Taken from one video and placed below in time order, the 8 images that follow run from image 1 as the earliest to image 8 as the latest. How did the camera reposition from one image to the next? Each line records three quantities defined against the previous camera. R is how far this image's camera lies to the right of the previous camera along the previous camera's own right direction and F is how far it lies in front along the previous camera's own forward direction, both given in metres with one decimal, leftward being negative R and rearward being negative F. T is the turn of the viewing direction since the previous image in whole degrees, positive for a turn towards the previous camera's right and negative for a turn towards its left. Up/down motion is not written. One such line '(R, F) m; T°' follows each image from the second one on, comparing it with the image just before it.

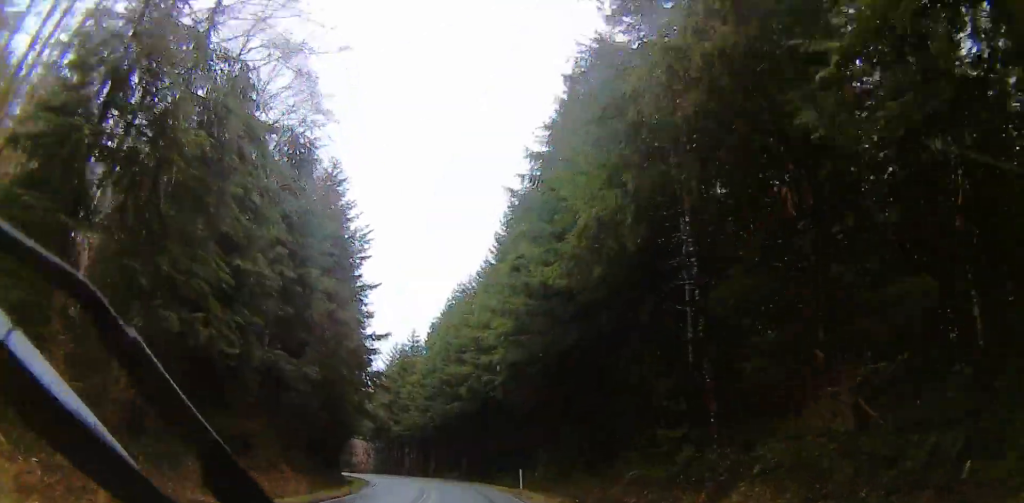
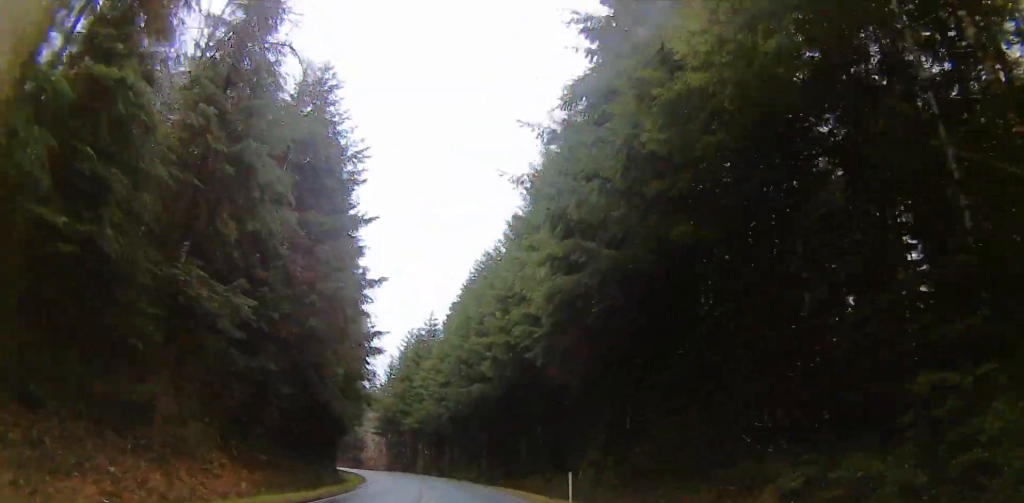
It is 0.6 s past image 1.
(+0.4, +13.1) m; -1°
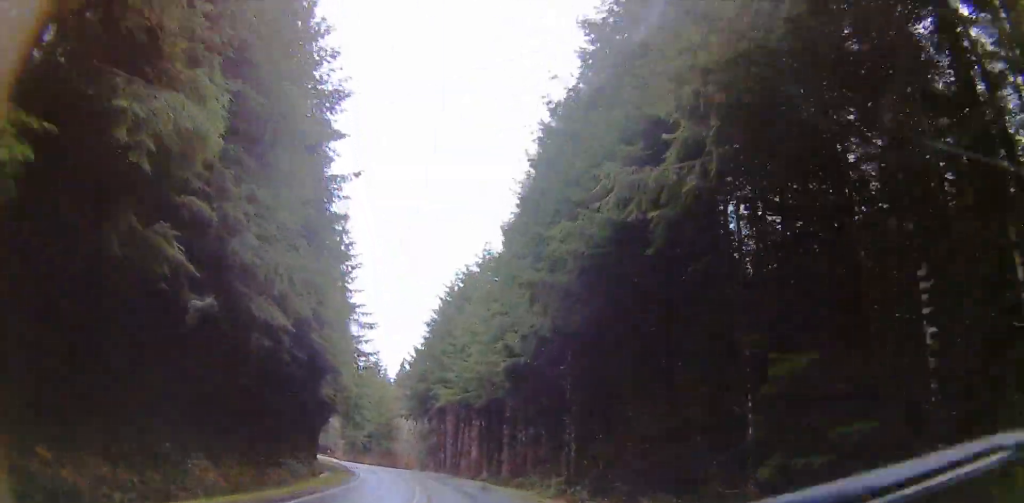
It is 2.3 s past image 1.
(-1.5, +34.6) m; -2°
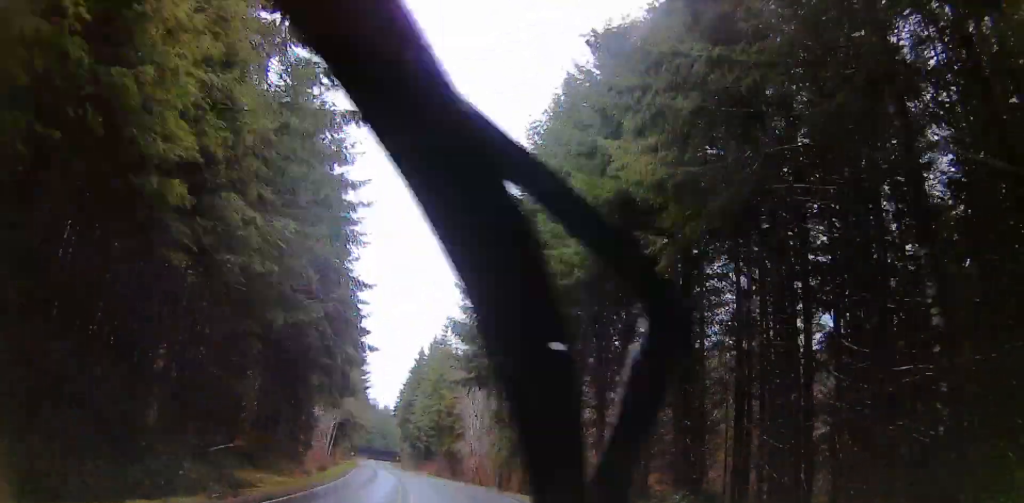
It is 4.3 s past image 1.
(-5.4, +29.8) m; -14°
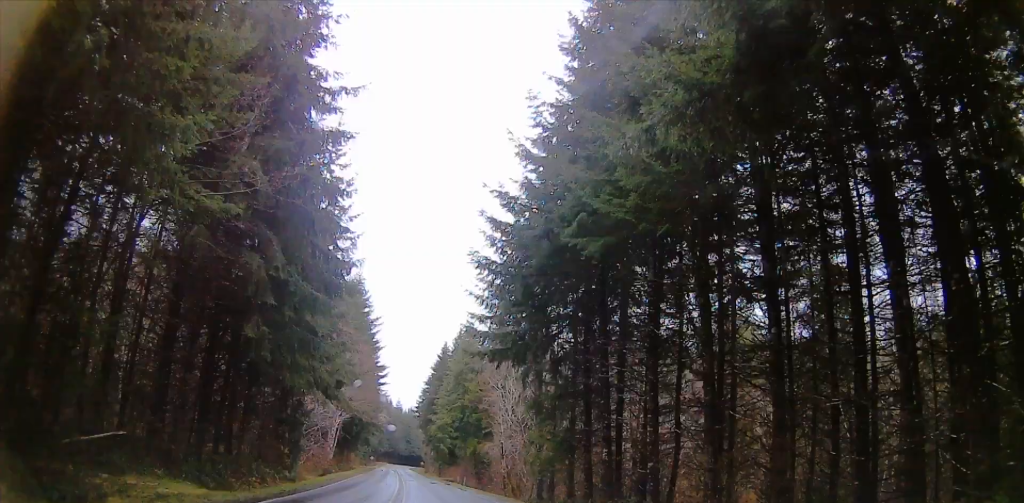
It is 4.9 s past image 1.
(+0.5, +11.2) m; +4°
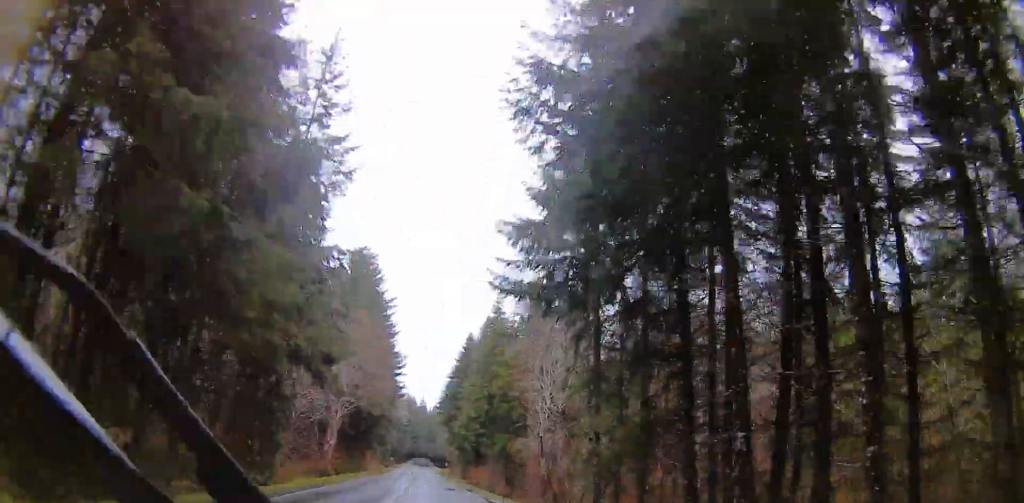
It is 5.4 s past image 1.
(+1.5, +13.0) m; +6°
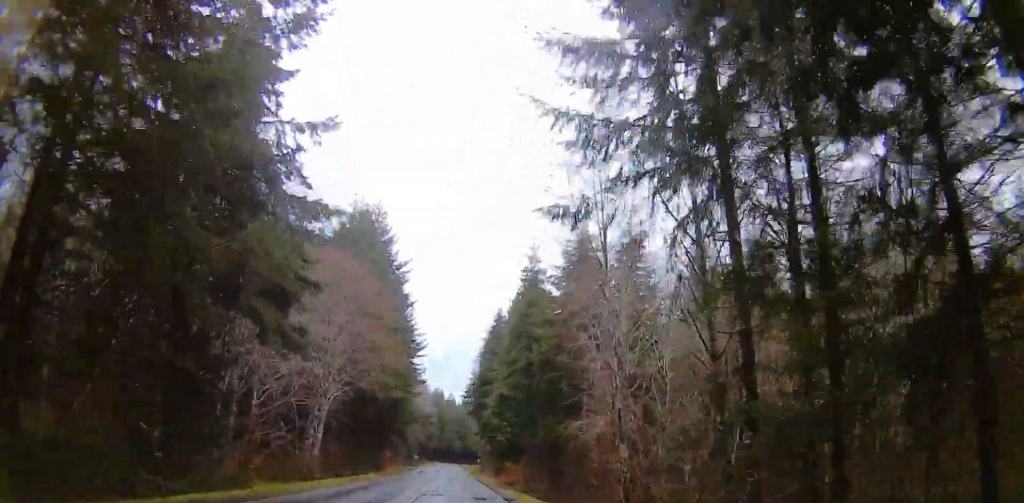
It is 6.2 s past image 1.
(+0.2, +17.4) m; -3°
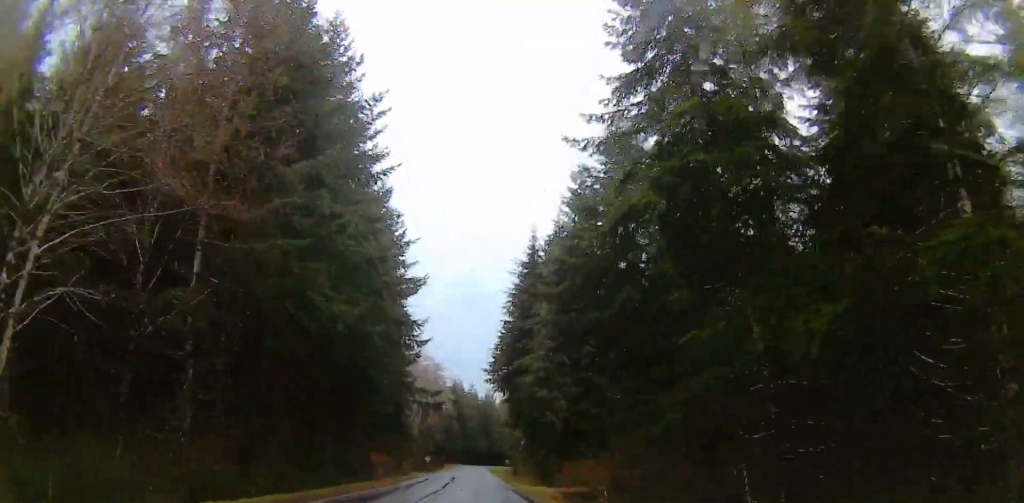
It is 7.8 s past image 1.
(-4.0, +38.6) m; -10°
